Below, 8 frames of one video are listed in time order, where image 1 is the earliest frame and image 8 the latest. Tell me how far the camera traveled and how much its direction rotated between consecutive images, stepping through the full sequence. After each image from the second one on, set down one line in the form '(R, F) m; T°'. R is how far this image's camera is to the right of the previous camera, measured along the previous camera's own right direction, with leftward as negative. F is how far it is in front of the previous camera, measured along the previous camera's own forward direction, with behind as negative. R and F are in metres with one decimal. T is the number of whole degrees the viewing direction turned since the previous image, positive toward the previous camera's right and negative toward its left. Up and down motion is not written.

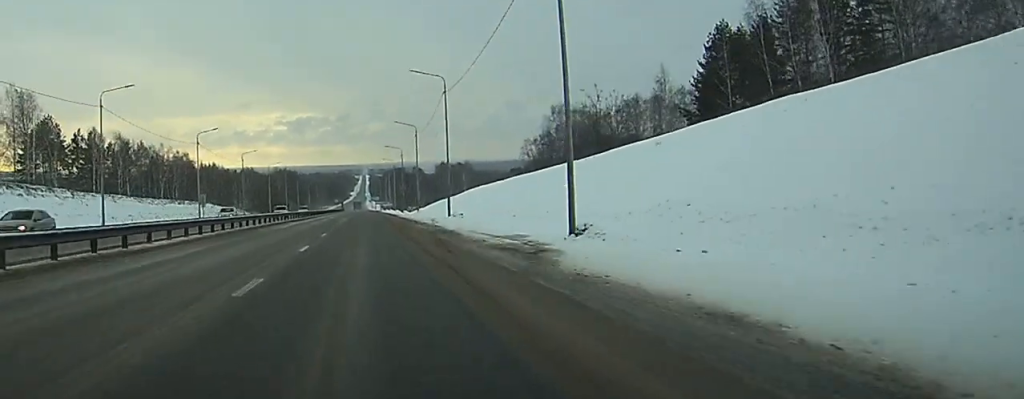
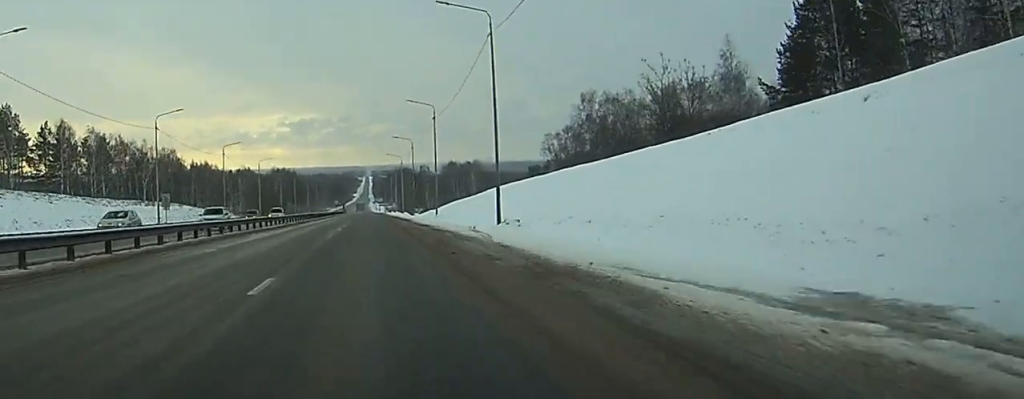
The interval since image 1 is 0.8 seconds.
(0.0, +23.1) m; 0°
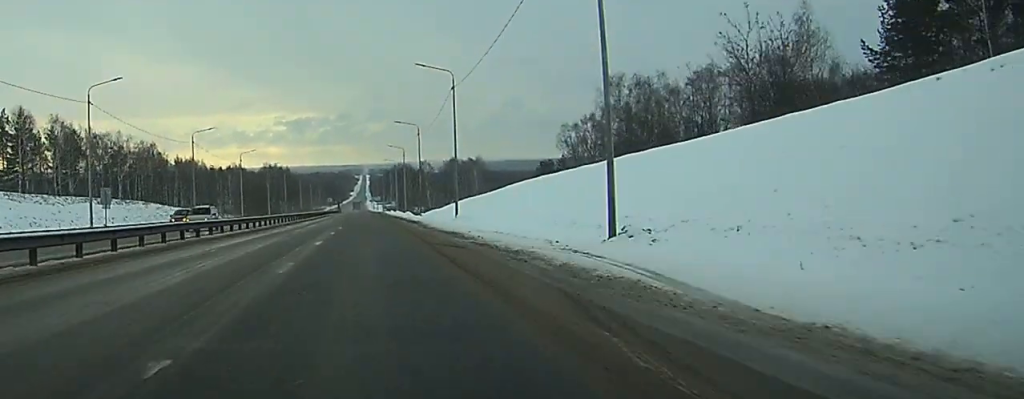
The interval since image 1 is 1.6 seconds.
(0.0, +20.3) m; 0°
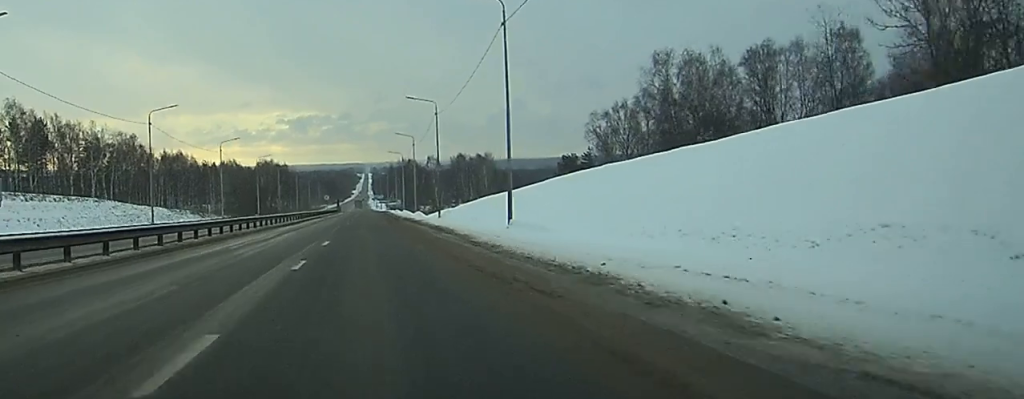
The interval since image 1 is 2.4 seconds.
(+0.1, +22.1) m; 0°
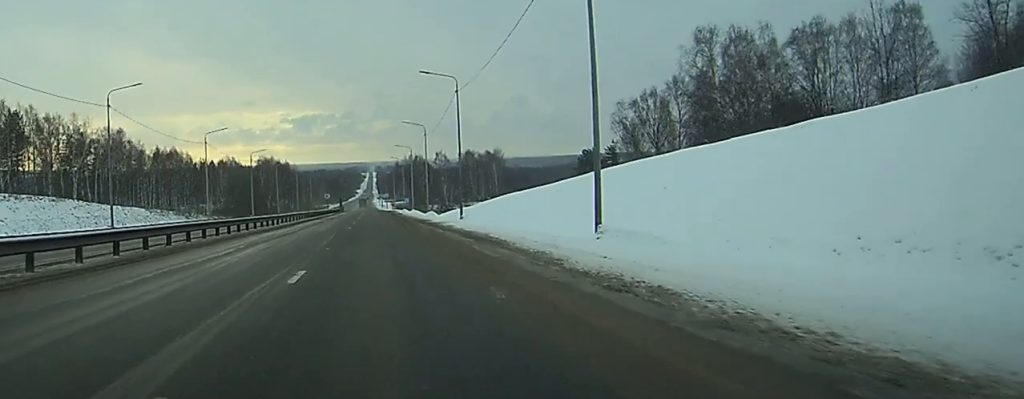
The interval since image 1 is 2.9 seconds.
(0.0, +14.7) m; 0°
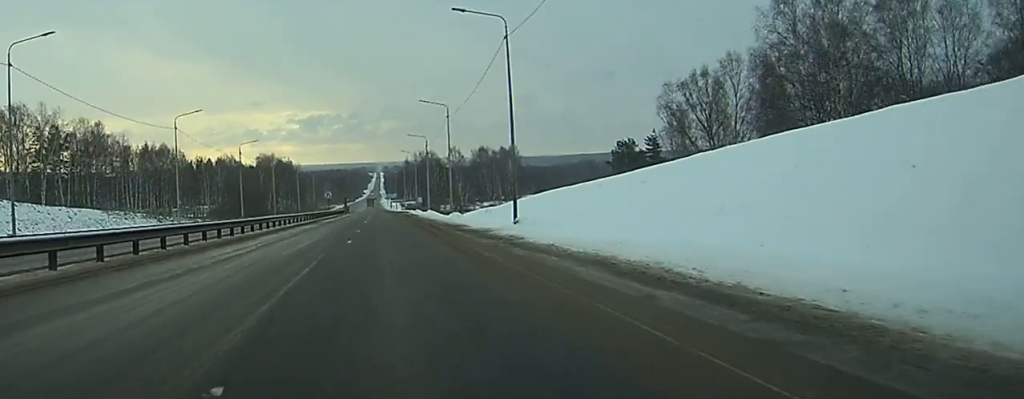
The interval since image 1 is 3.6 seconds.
(0.0, +20.2) m; 0°
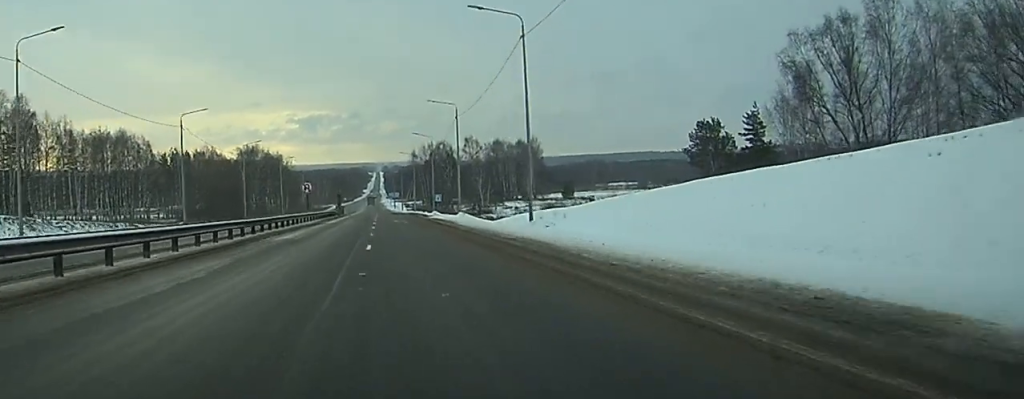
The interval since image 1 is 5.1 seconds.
(-0.3, +40.6) m; 0°
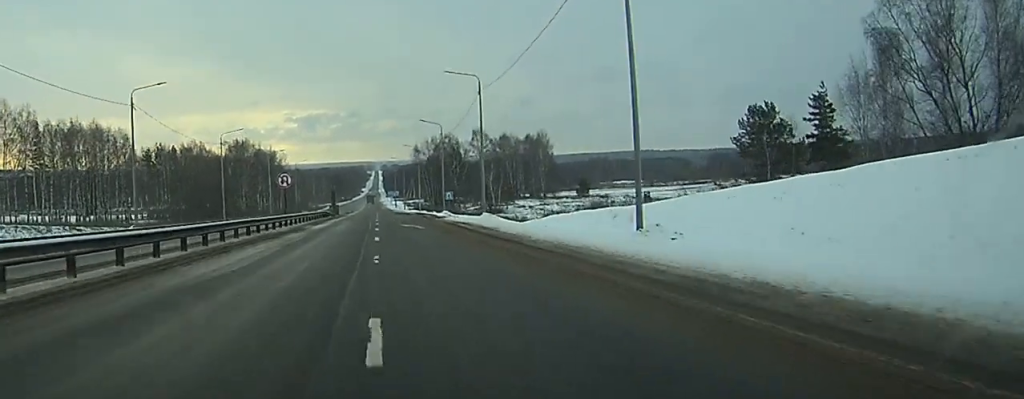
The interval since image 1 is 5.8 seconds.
(0.0, +18.7) m; 0°
